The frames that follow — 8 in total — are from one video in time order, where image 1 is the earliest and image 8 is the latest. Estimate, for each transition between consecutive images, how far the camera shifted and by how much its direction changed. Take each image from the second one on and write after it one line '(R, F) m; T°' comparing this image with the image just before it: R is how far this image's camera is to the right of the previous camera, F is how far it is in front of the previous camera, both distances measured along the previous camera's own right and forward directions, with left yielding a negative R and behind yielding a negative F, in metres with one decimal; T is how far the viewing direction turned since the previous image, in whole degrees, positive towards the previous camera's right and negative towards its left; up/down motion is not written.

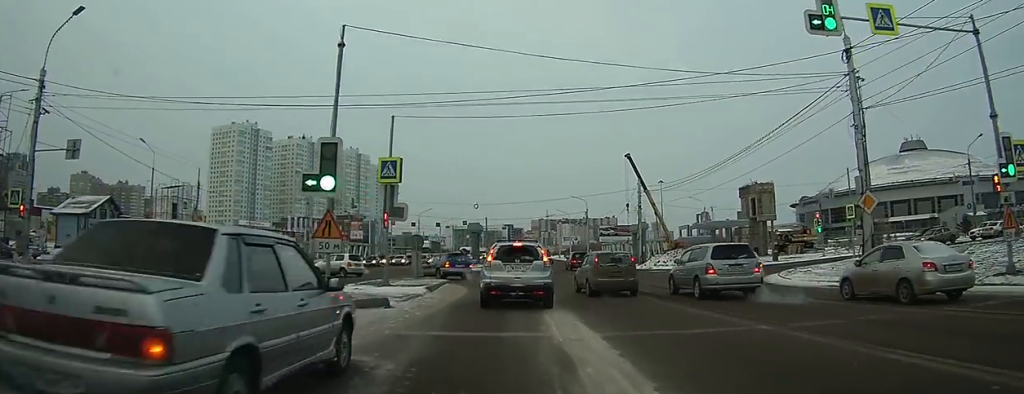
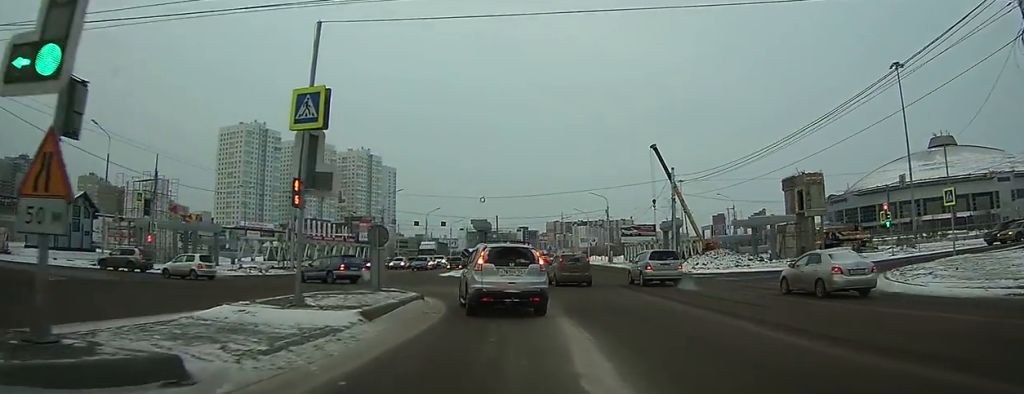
(-0.3, +9.1) m; -5°
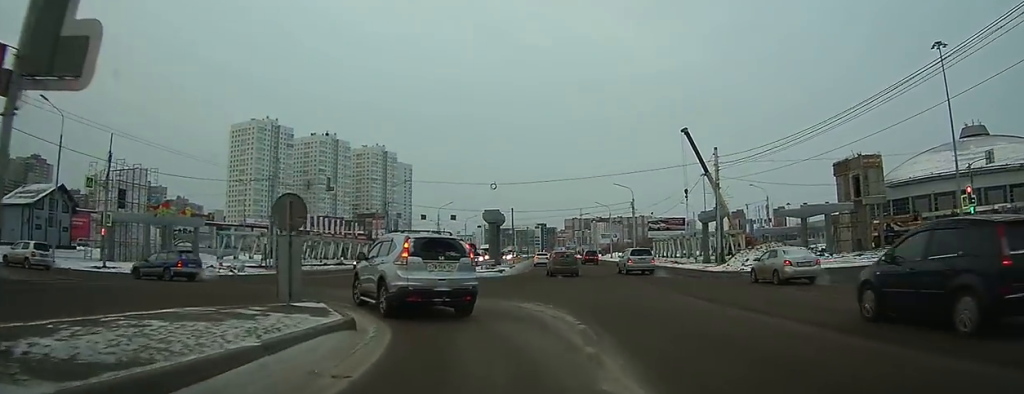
(-0.4, +7.9) m; -8°
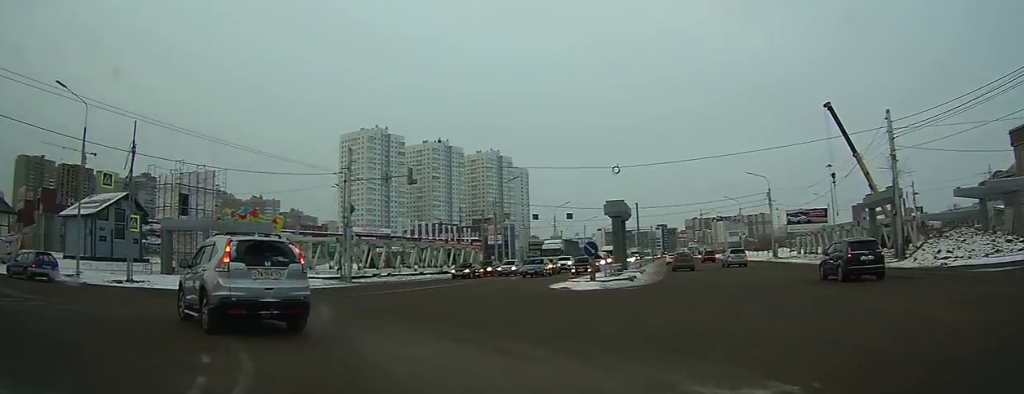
(-1.3, +9.6) m; -12°
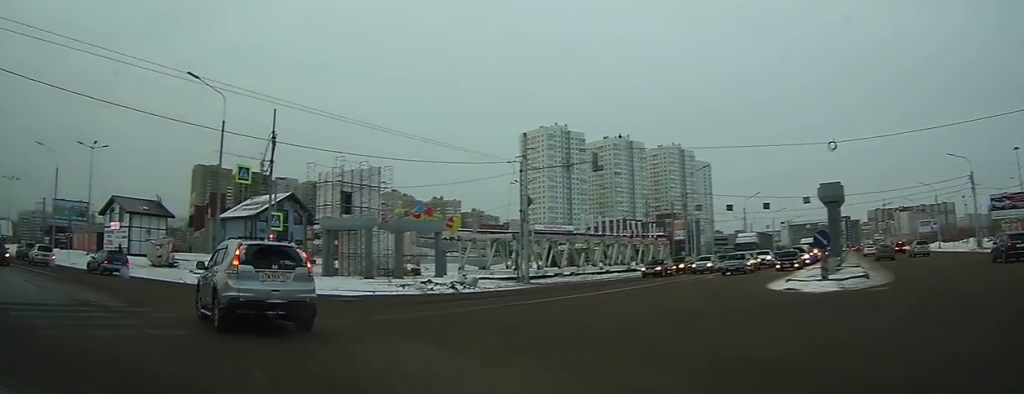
(0.0, +5.3) m; -6°
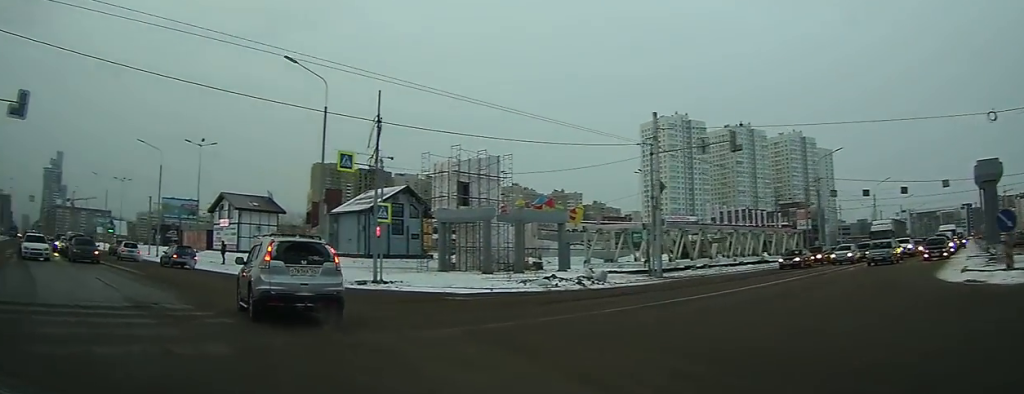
(-0.2, +3.2) m; -9°
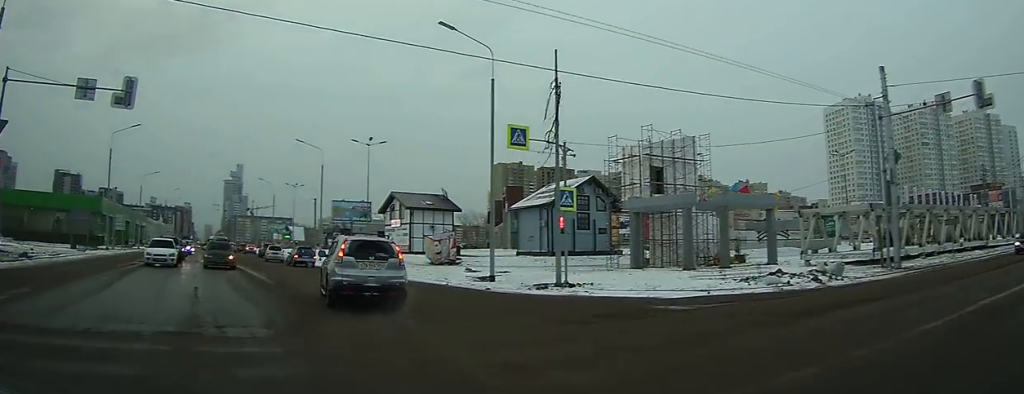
(-0.8, +5.4) m; -19°
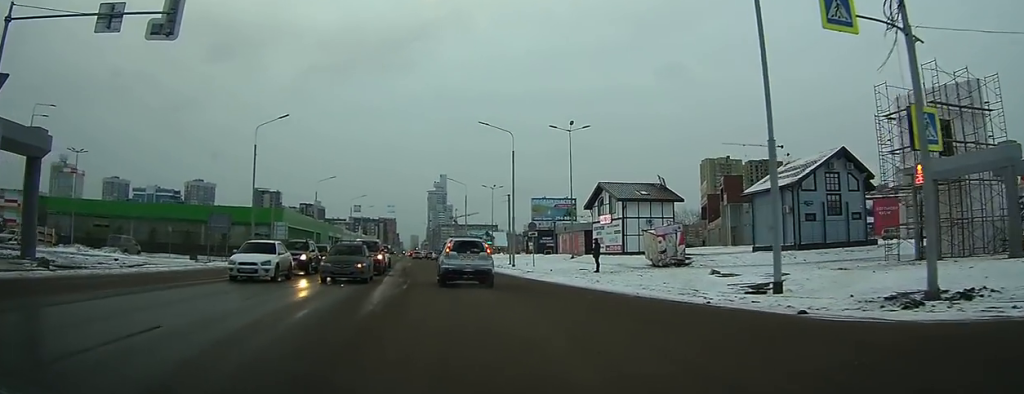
(-2.4, +10.2) m; -23°
